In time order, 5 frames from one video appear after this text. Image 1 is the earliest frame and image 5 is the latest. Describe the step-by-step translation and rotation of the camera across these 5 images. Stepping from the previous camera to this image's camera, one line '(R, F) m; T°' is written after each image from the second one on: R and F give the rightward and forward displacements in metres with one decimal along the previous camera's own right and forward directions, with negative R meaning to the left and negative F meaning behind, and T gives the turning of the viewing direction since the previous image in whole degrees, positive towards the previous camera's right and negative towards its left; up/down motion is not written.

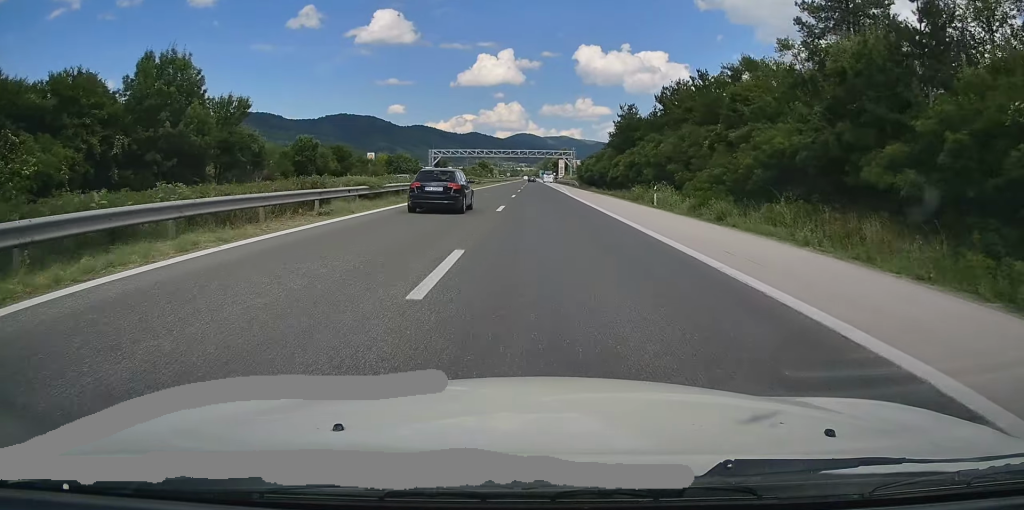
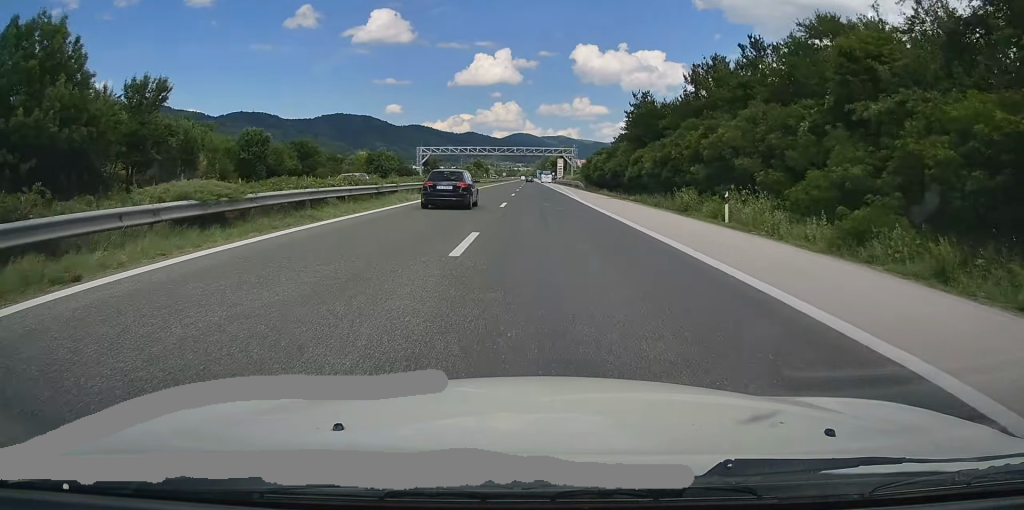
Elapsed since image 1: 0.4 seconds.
(0.0, +12.5) m; 0°
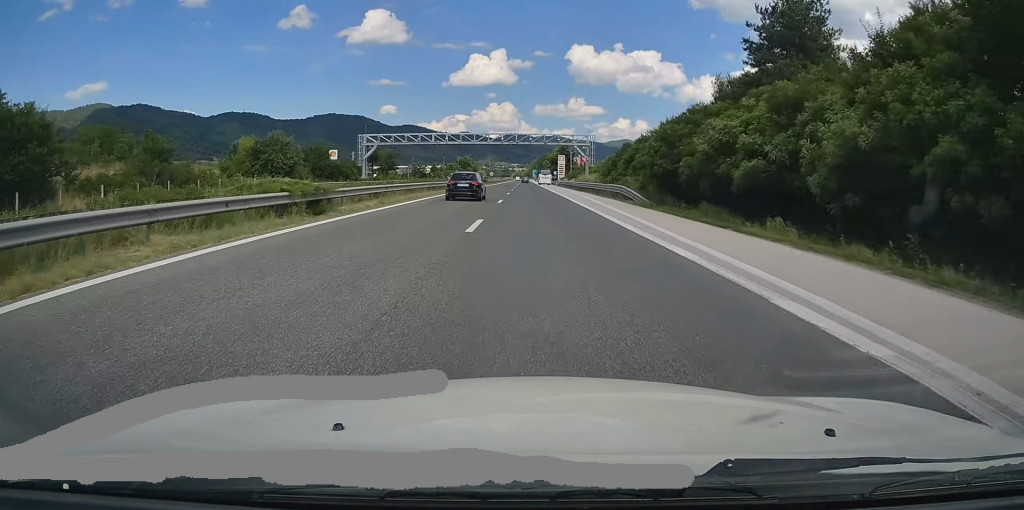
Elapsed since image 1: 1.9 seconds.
(0.0, +43.3) m; 0°
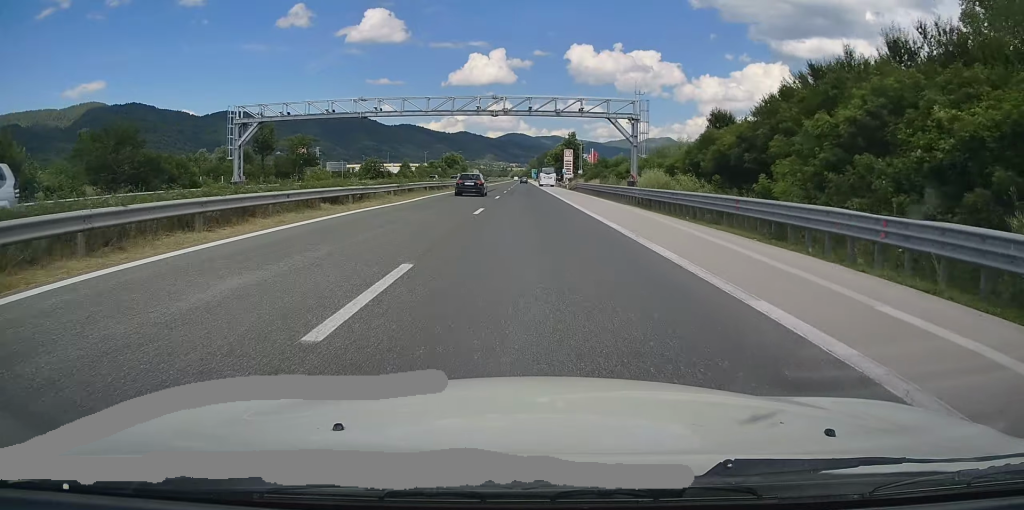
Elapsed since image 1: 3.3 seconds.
(0.0, +41.4) m; -1°
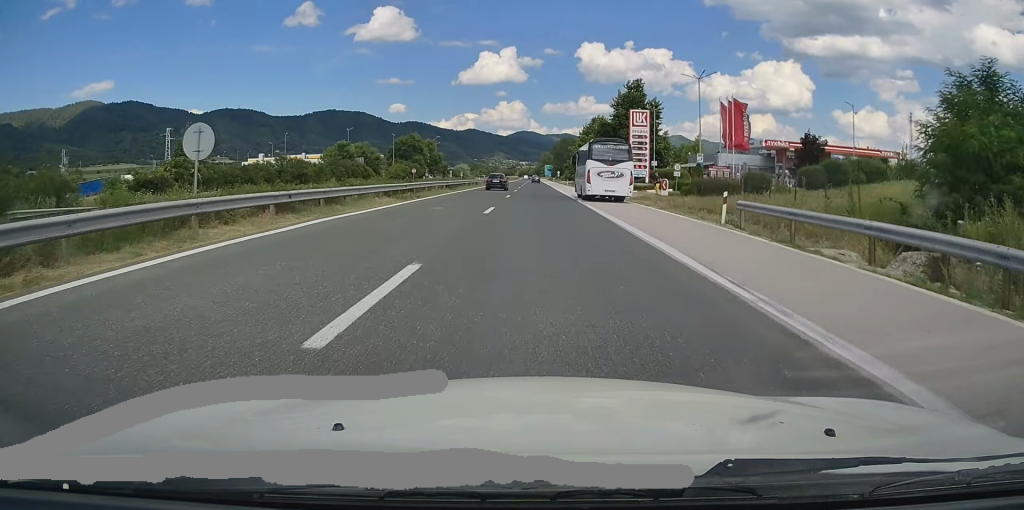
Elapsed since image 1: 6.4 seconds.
(-0.2, +96.2) m; 0°
